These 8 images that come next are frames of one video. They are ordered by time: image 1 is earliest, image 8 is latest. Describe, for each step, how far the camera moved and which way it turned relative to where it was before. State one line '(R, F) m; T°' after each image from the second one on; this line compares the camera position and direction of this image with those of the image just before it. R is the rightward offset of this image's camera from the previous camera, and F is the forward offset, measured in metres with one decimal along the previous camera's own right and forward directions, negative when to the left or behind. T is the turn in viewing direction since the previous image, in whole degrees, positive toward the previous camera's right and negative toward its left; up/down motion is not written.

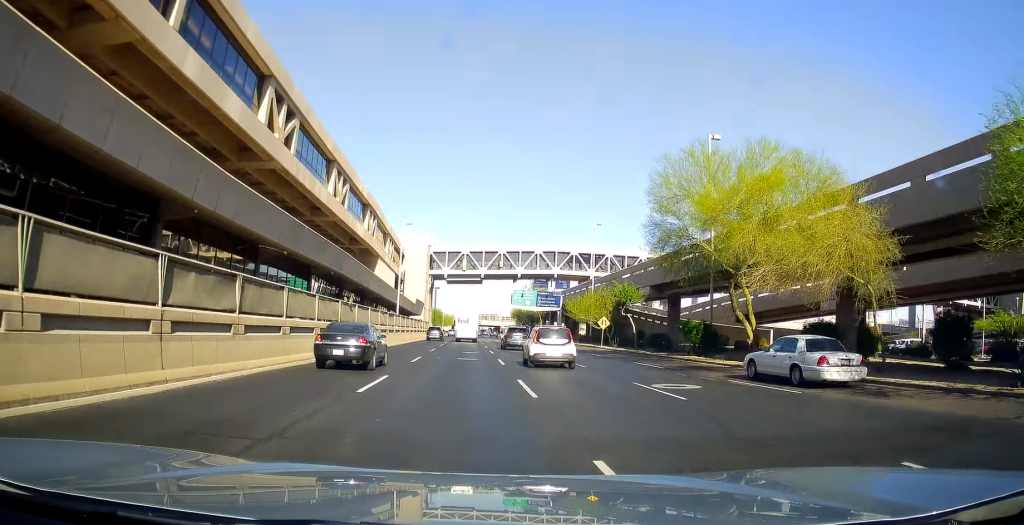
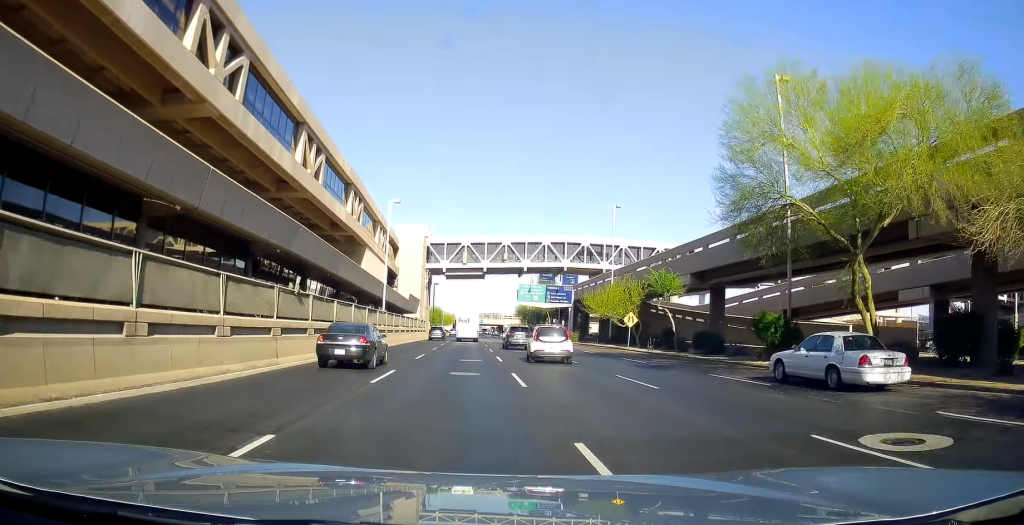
(0.0, +17.6) m; -1°
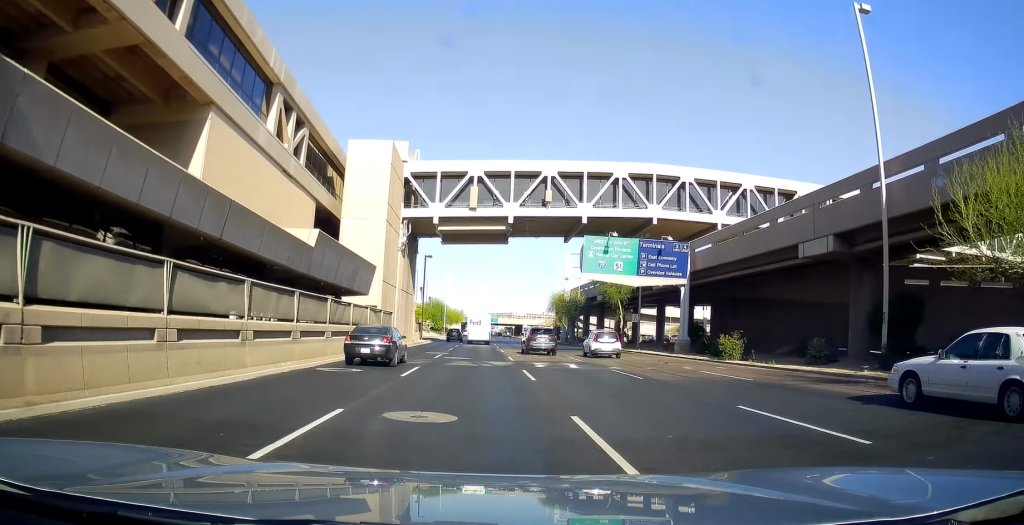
(-0.9, +57.5) m; 0°
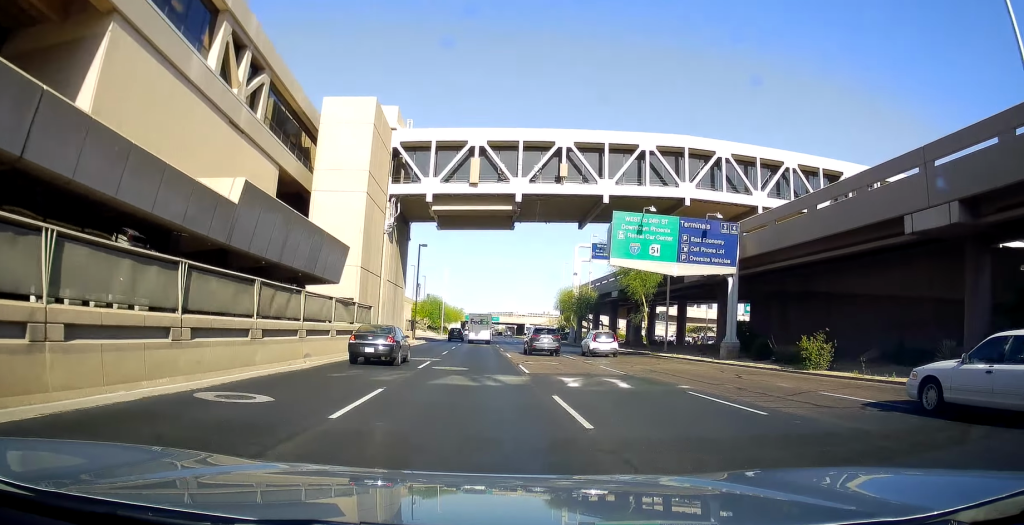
(0.0, +8.7) m; 0°
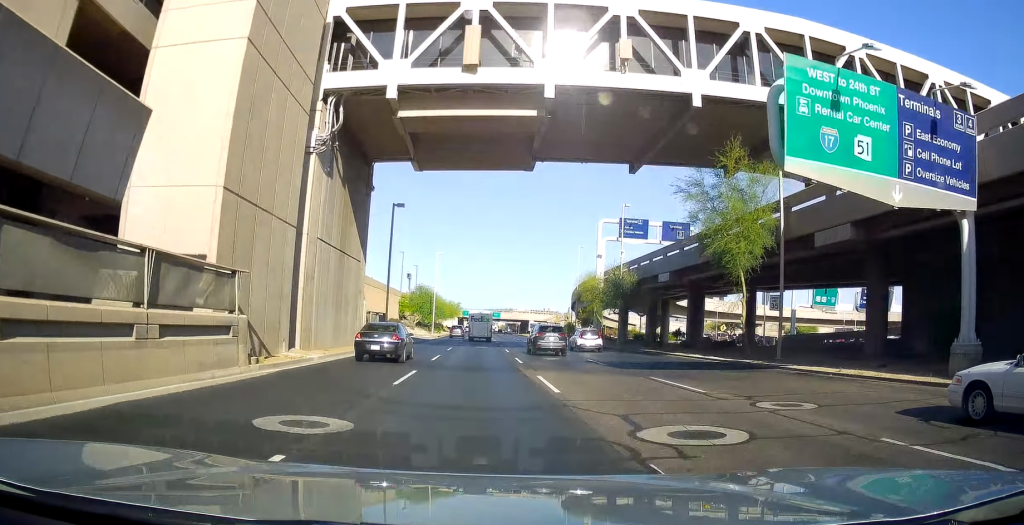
(0.0, +19.7) m; 0°
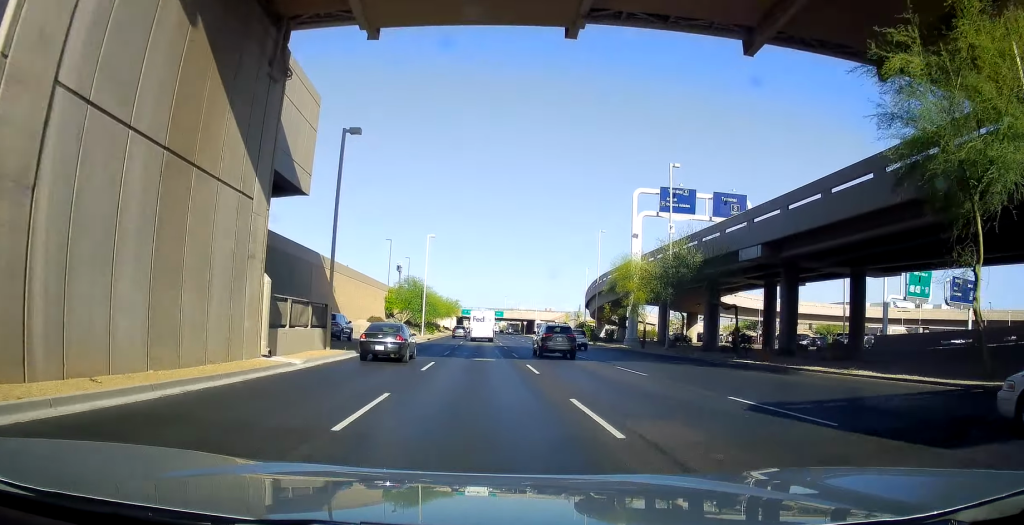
(0.0, +17.6) m; 0°
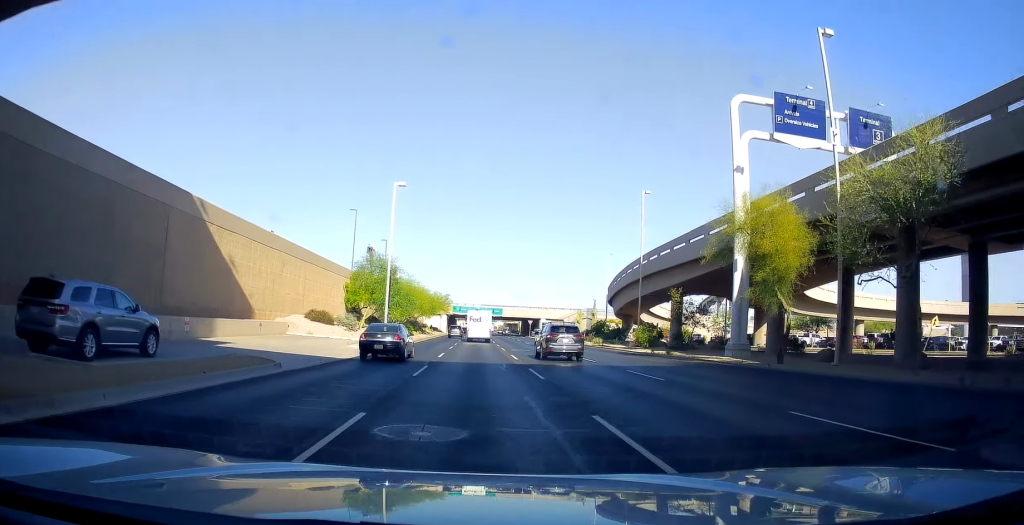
(0.0, +26.4) m; -1°
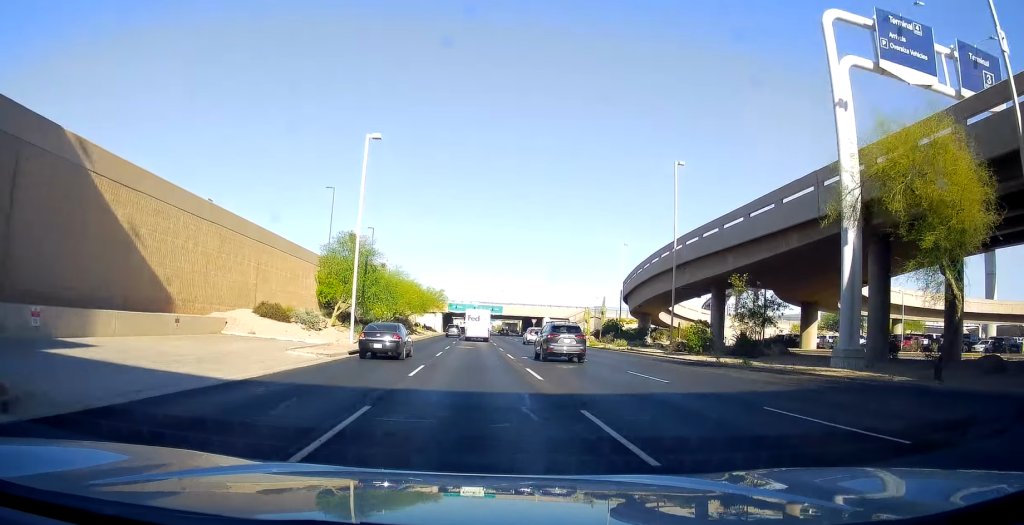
(-0.2, +11.7) m; 0°
